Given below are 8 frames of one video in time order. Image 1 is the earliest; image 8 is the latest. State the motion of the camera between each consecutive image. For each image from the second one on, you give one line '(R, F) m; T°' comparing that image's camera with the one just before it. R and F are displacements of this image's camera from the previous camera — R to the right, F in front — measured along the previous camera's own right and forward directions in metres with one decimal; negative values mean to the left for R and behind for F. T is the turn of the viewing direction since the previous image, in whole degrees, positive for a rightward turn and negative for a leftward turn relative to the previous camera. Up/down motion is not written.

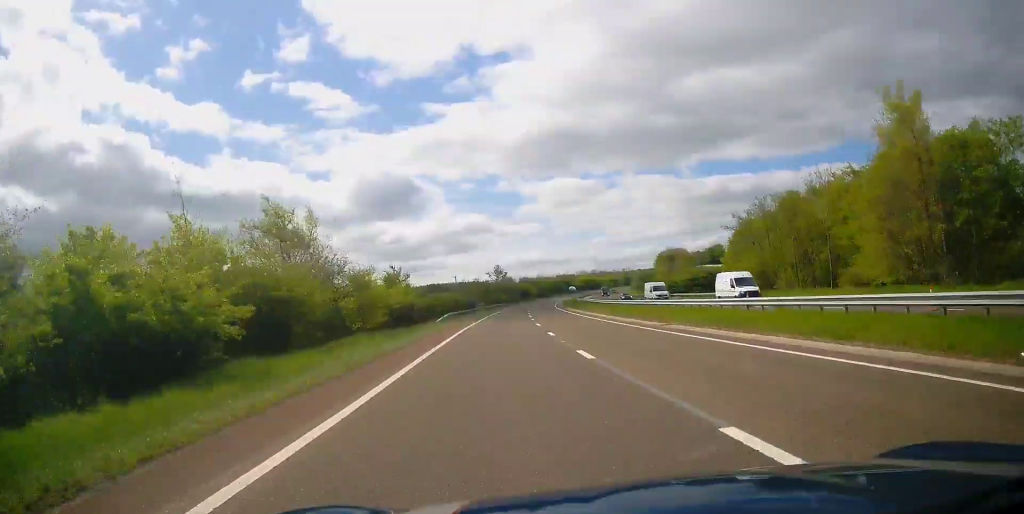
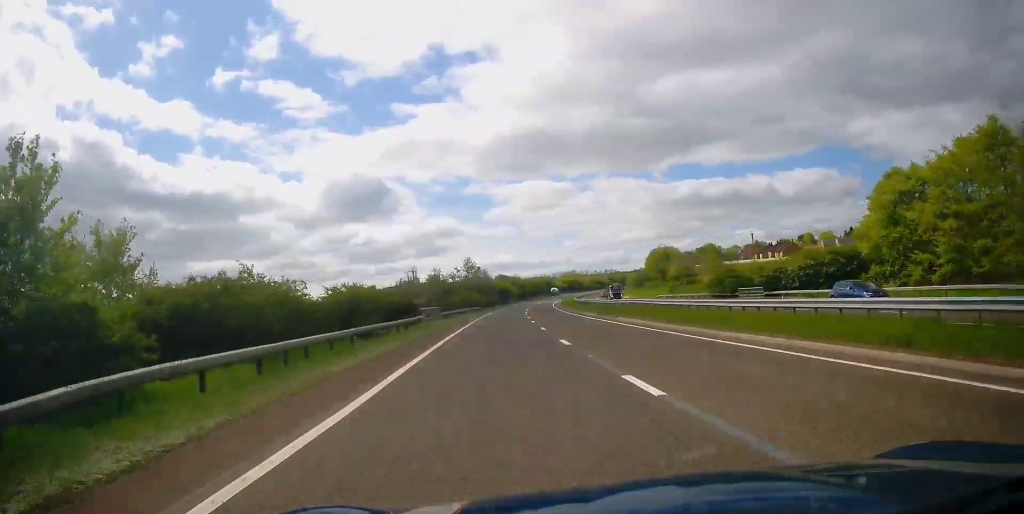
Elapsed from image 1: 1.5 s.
(+0.6, +41.8) m; +2°
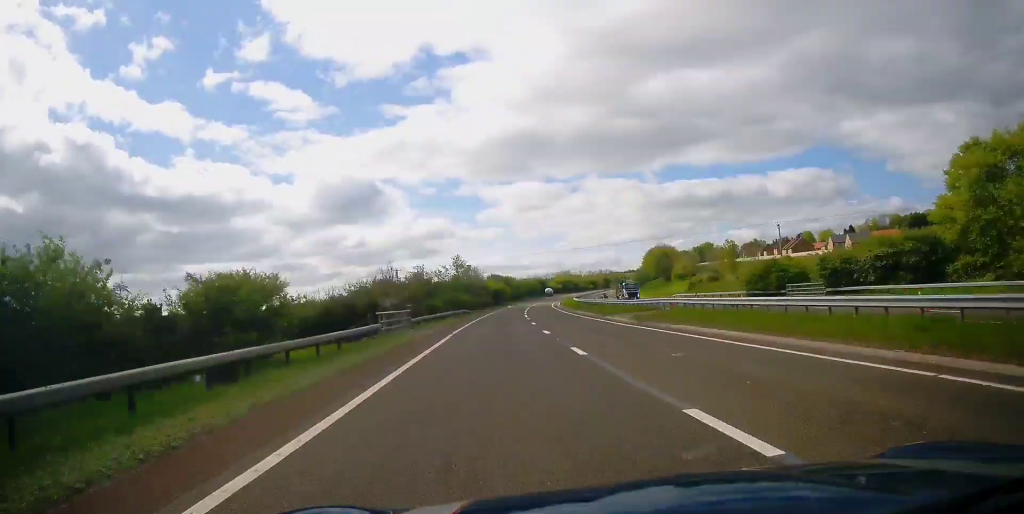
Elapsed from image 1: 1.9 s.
(-0.2, +12.4) m; +1°
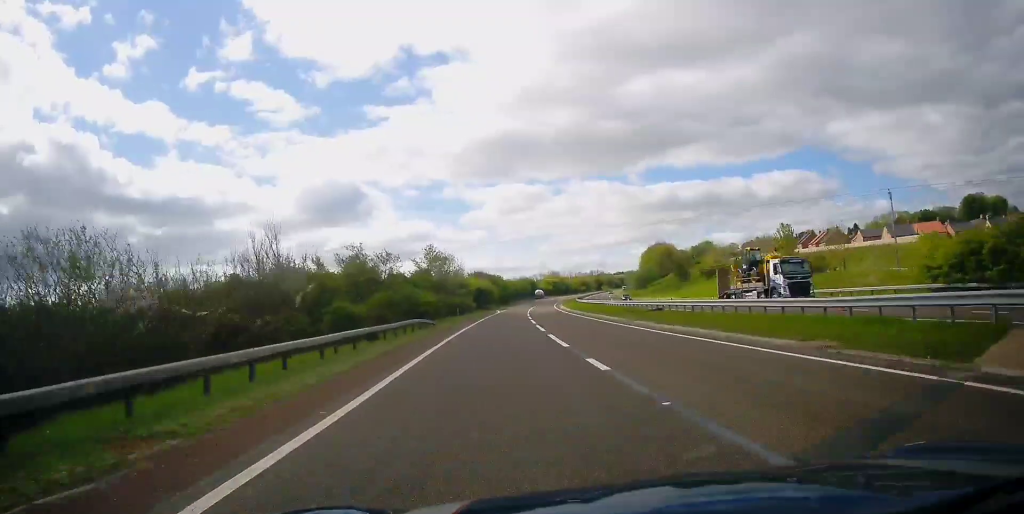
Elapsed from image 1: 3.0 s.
(+0.9, +29.4) m; +2°
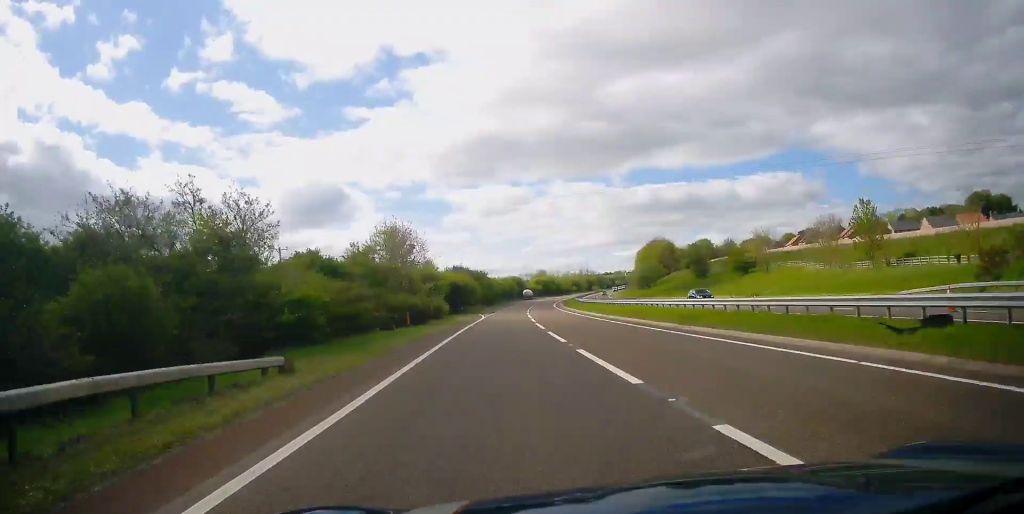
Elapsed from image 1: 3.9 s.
(0.0, +27.2) m; +1°
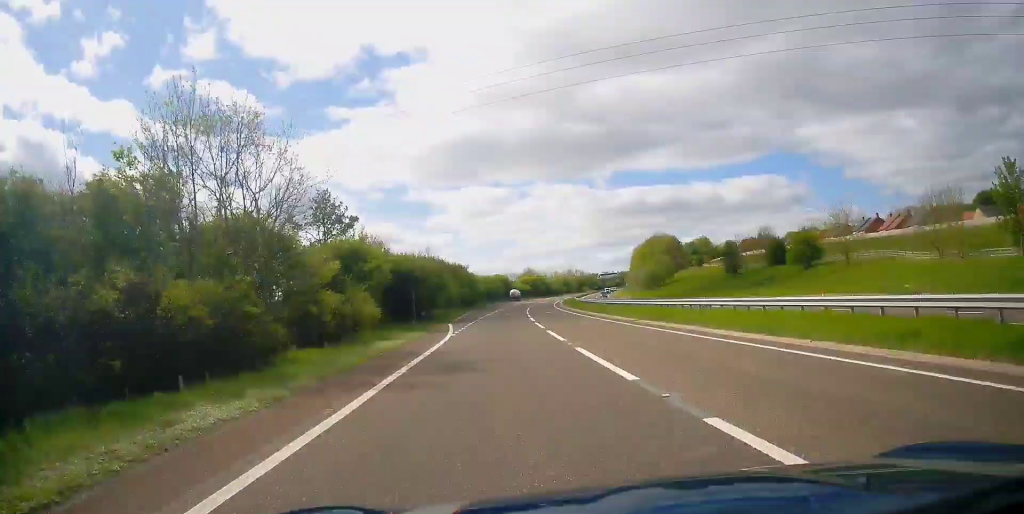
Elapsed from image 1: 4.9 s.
(+0.5, +27.4) m; +2°
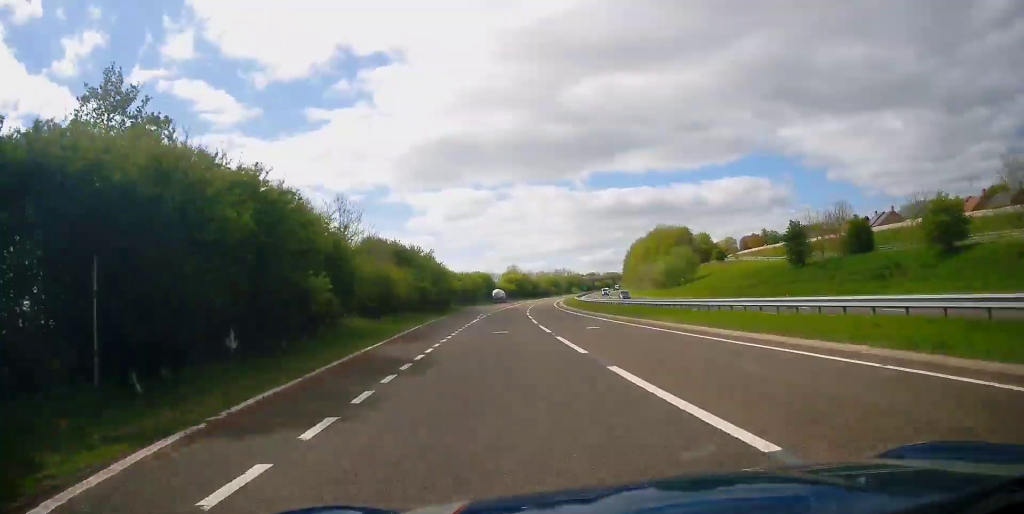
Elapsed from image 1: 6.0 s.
(+0.5, +32.1) m; +2°
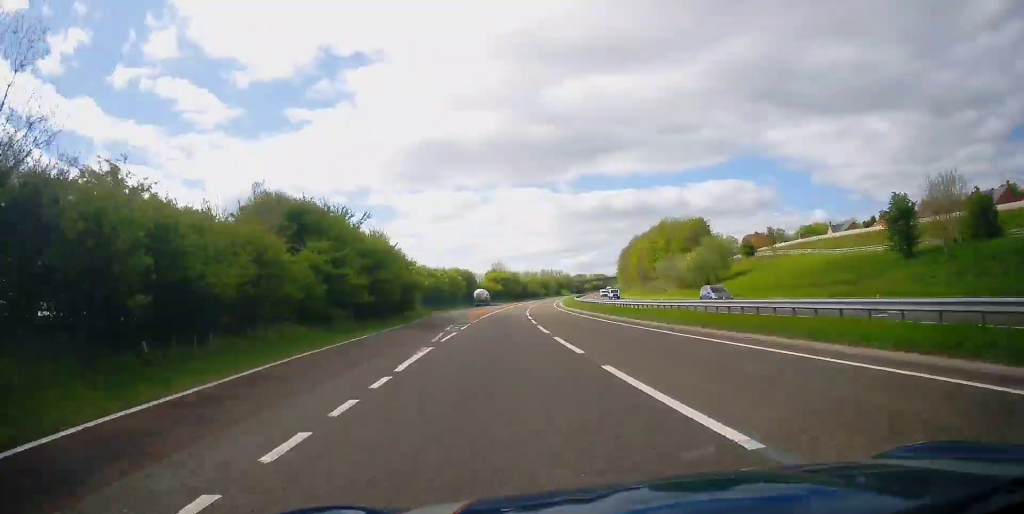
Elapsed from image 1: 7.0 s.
(+0.5, +27.1) m; +1°
